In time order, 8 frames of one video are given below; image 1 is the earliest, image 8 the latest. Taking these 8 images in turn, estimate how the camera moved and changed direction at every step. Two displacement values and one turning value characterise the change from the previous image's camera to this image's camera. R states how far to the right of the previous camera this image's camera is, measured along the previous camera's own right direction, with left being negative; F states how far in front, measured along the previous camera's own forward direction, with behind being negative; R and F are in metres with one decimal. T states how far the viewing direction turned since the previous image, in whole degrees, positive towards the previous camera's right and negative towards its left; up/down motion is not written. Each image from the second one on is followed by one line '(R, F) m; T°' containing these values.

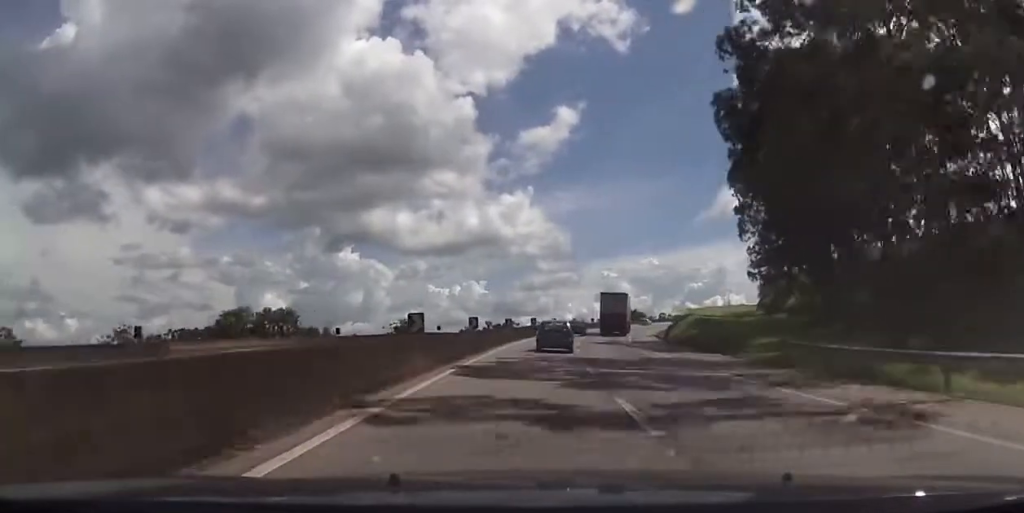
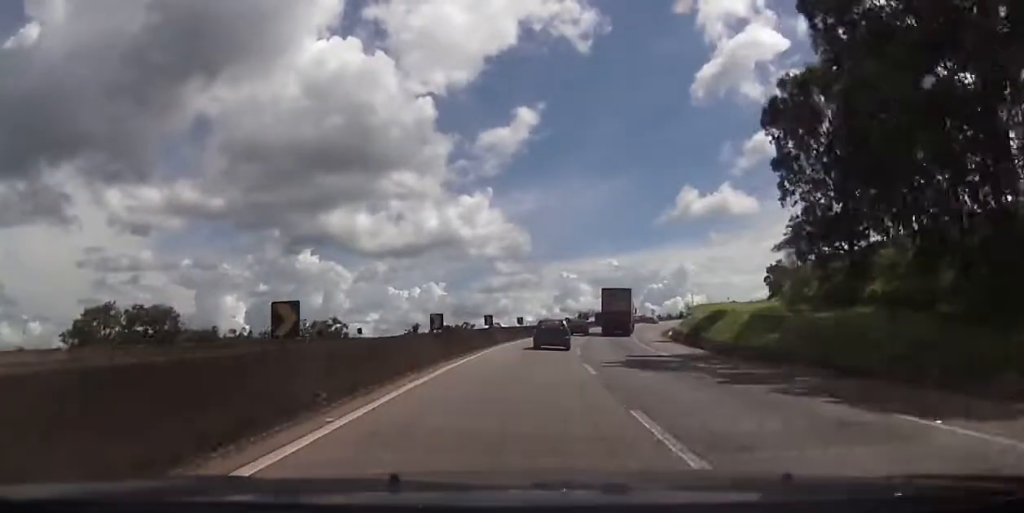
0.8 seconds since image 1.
(+0.4, +25.5) m; +2°
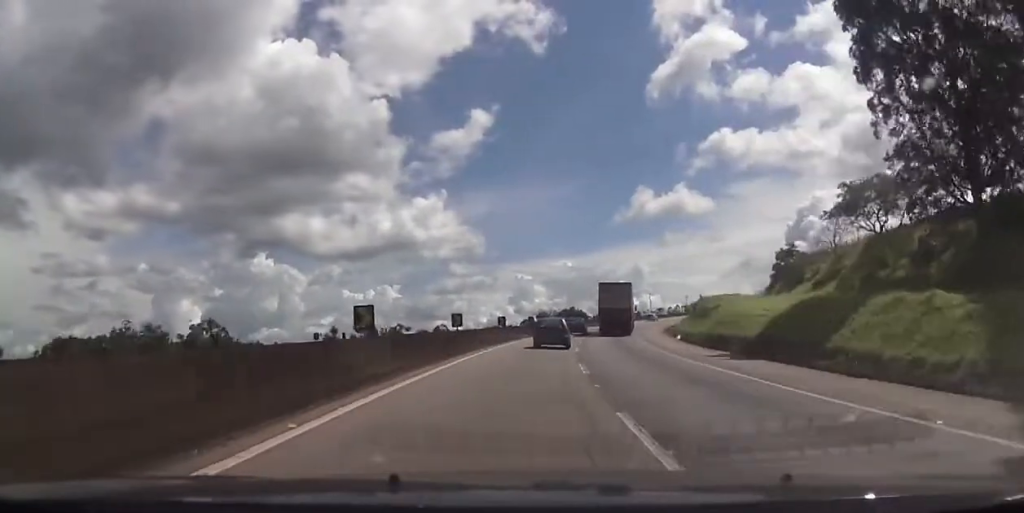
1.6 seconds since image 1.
(+0.3, +24.3) m; +3°
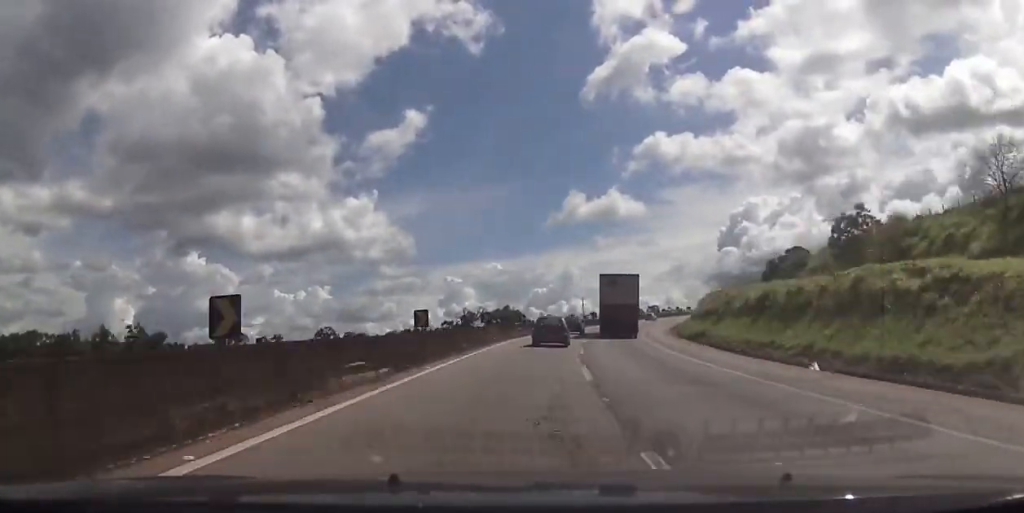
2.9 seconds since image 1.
(+1.8, +37.2) m; +6°
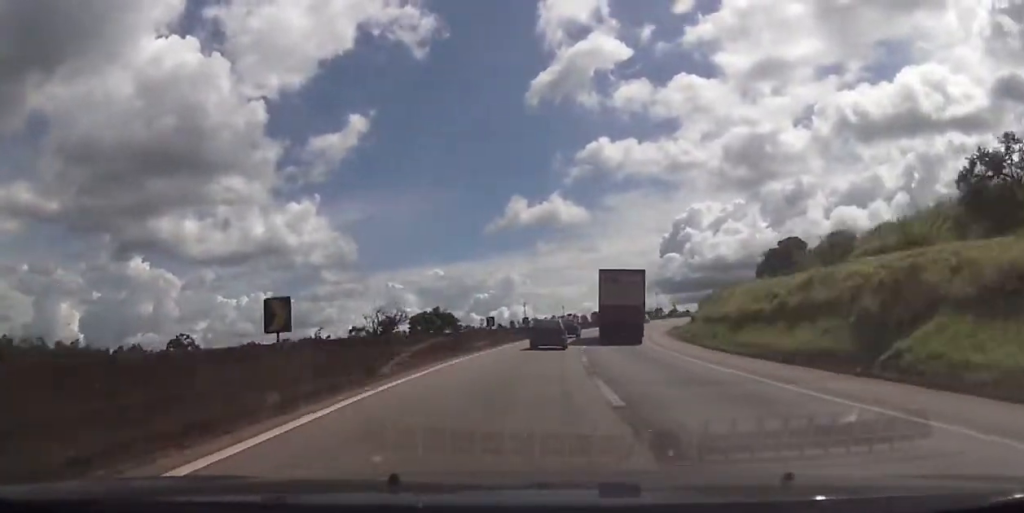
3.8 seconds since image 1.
(+1.1, +27.9) m; +5°
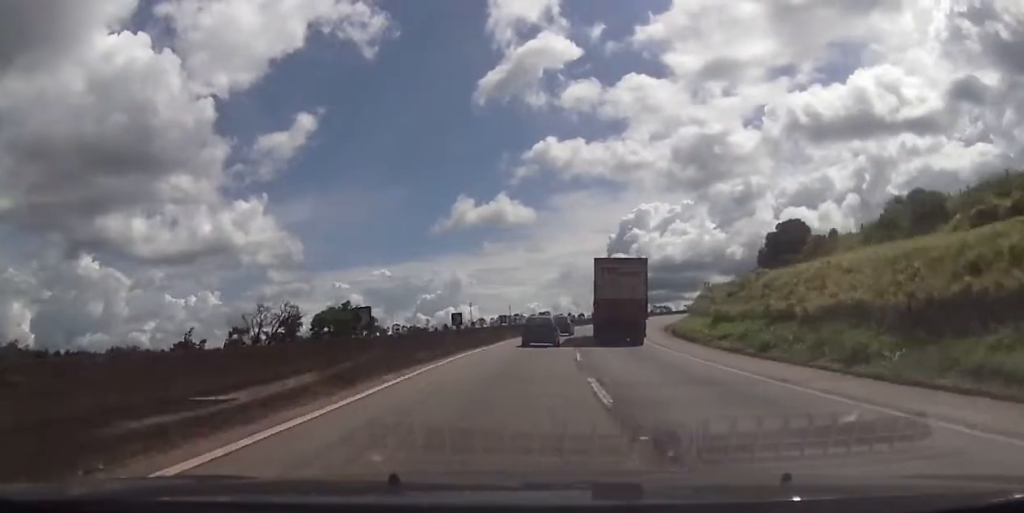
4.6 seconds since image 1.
(+0.8, +23.7) m; +4°
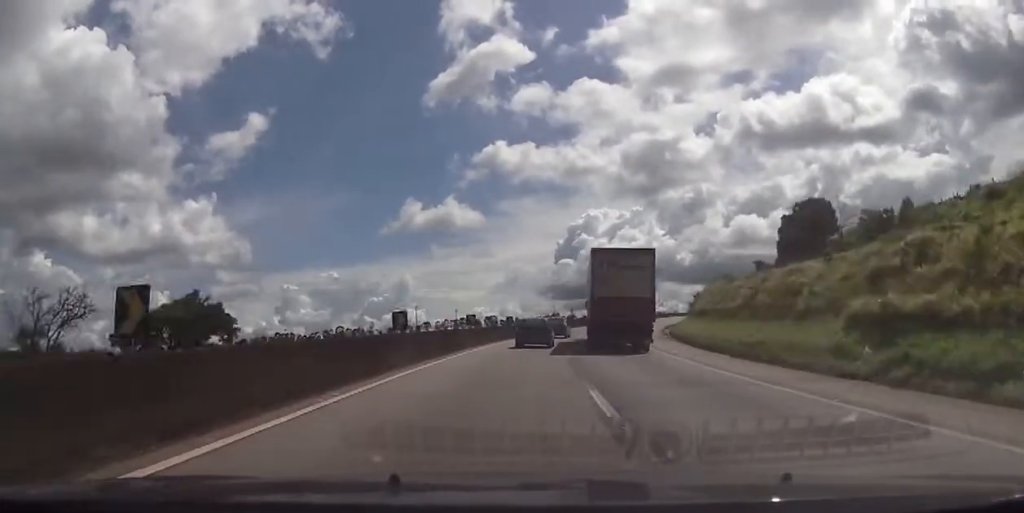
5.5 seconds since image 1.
(+0.5, +25.3) m; +4°
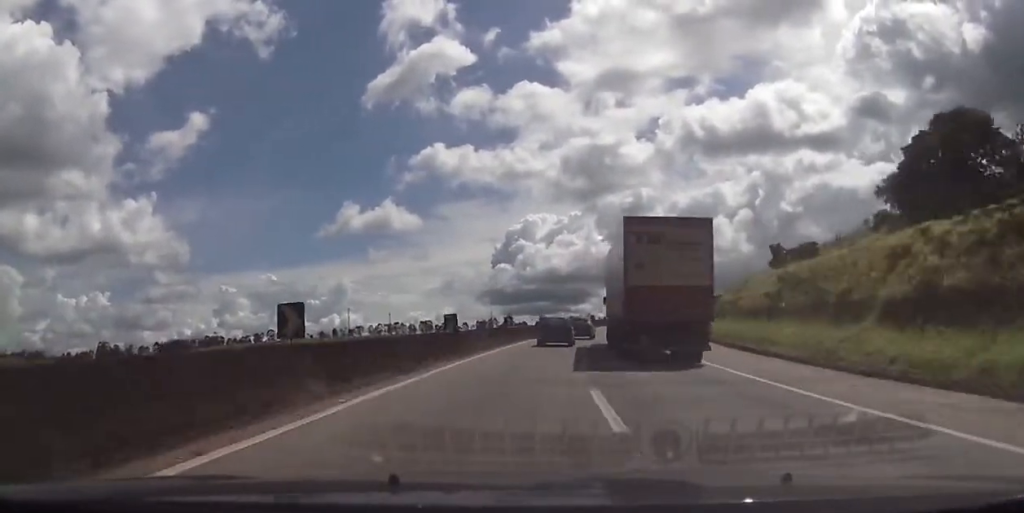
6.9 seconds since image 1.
(+3.2, +40.6) m; +7°
